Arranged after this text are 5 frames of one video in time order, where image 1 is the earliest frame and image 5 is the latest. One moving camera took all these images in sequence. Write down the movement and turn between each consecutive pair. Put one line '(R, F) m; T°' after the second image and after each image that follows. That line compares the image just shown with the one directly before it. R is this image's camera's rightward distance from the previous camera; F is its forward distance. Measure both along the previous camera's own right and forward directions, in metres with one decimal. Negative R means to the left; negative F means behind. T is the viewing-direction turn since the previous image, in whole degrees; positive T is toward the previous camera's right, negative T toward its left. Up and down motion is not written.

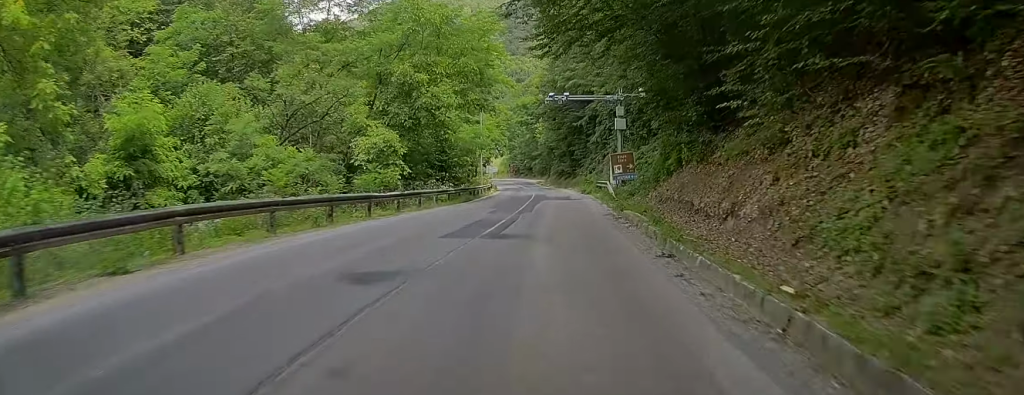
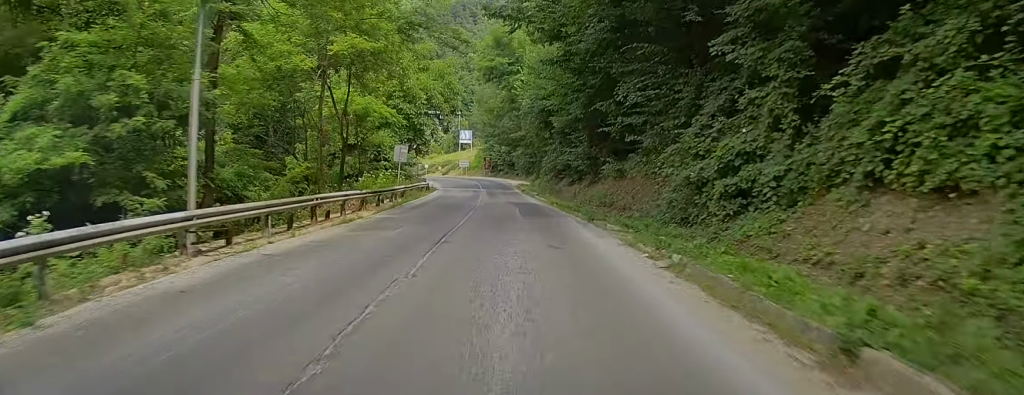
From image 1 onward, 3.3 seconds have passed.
(+1.2, +48.6) m; +1°
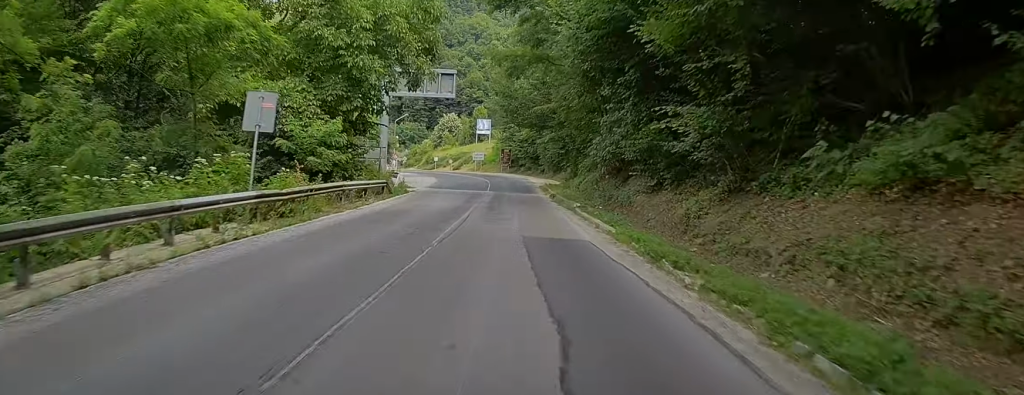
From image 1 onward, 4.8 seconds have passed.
(-0.5, +23.0) m; -3°
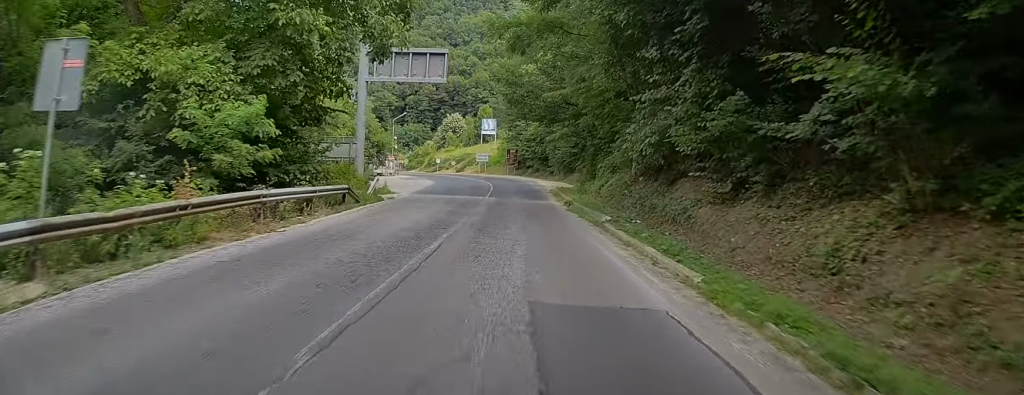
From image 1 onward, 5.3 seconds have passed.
(-0.1, +7.5) m; -1°
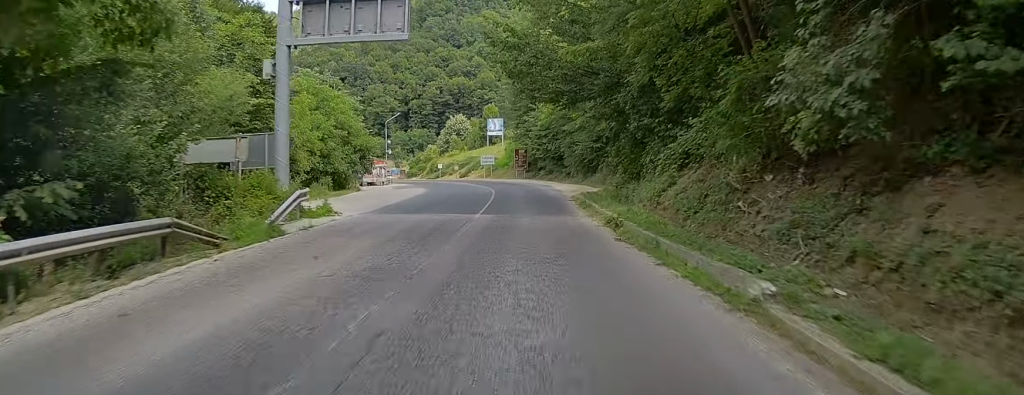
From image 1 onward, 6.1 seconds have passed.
(-0.1, +11.9) m; -1°
